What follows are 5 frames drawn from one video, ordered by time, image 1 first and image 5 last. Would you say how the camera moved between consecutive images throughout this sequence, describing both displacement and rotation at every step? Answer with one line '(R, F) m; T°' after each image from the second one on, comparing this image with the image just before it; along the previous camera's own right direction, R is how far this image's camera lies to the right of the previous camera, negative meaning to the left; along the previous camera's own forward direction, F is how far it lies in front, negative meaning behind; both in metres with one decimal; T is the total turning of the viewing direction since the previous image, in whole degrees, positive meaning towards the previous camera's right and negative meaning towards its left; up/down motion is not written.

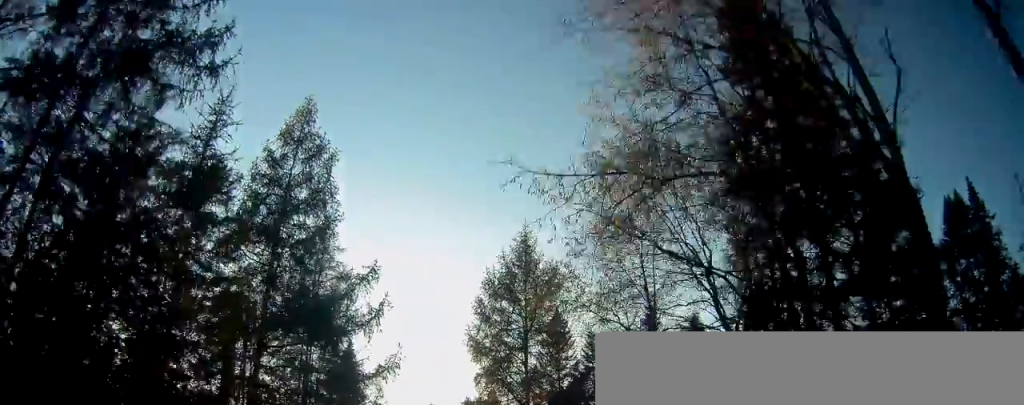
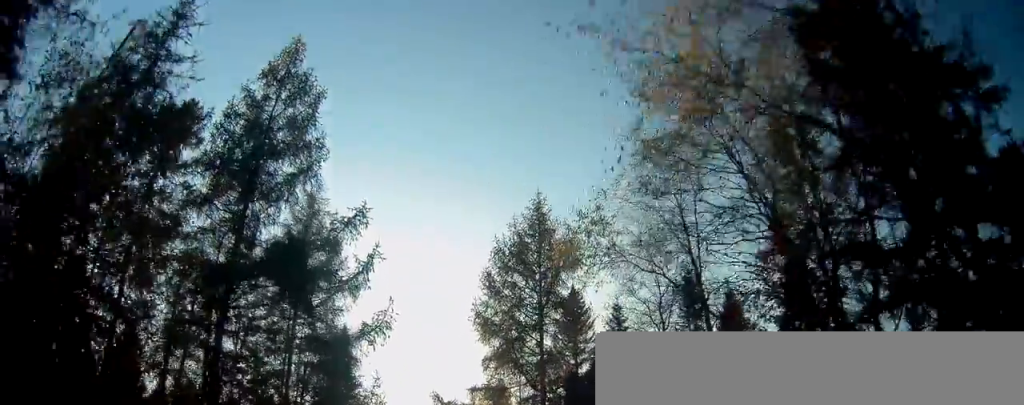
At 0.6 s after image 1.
(-0.2, +4.3) m; -2°
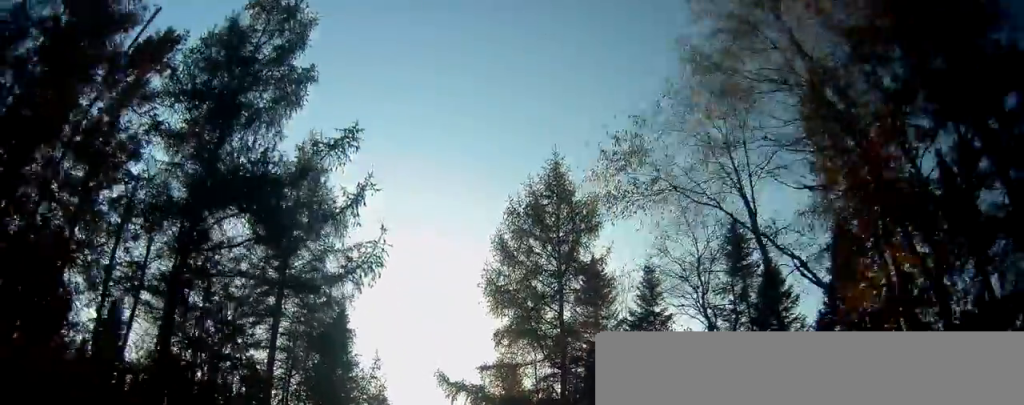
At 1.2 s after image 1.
(0.0, +3.6) m; +2°
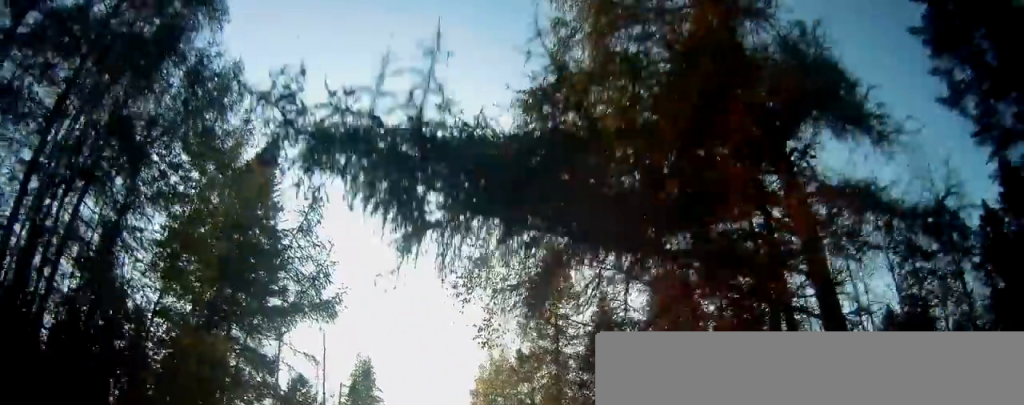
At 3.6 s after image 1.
(+0.3, +17.2) m; -2°
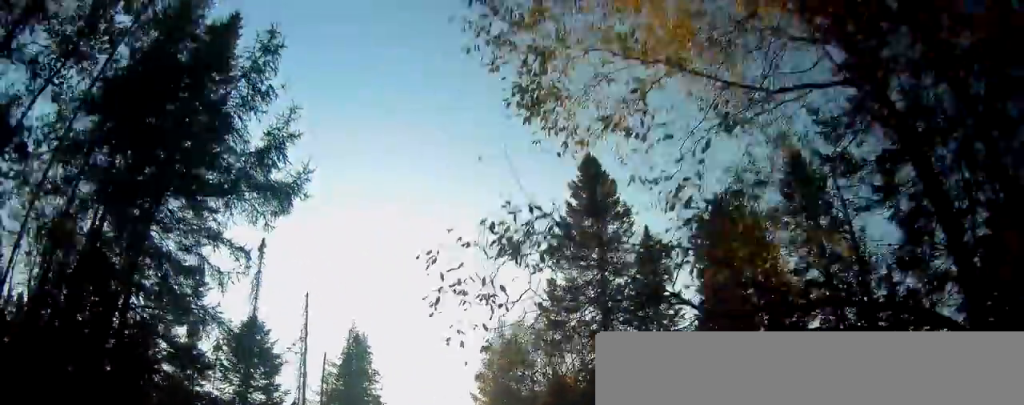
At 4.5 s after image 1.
(0.0, +6.9) m; +3°
